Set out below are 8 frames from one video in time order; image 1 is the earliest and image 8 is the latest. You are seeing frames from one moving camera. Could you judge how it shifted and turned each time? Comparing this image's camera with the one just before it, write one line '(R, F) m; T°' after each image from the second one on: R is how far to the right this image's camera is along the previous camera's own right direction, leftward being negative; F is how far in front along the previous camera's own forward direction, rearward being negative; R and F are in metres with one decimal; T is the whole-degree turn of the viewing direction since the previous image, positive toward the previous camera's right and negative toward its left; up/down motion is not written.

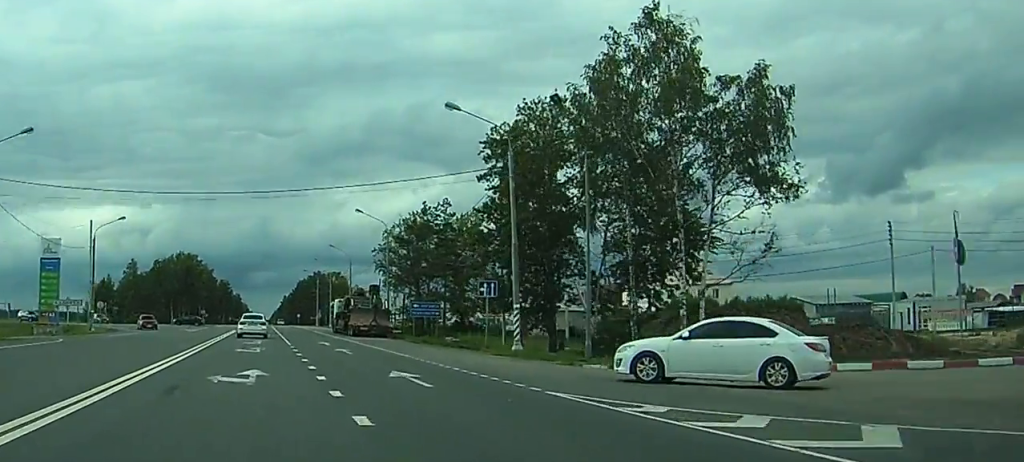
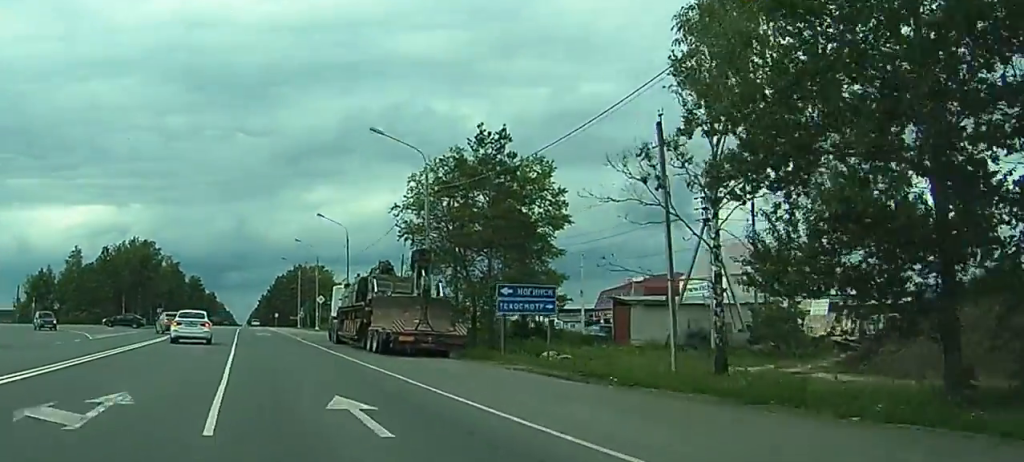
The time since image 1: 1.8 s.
(+0.4, +33.4) m; +1°
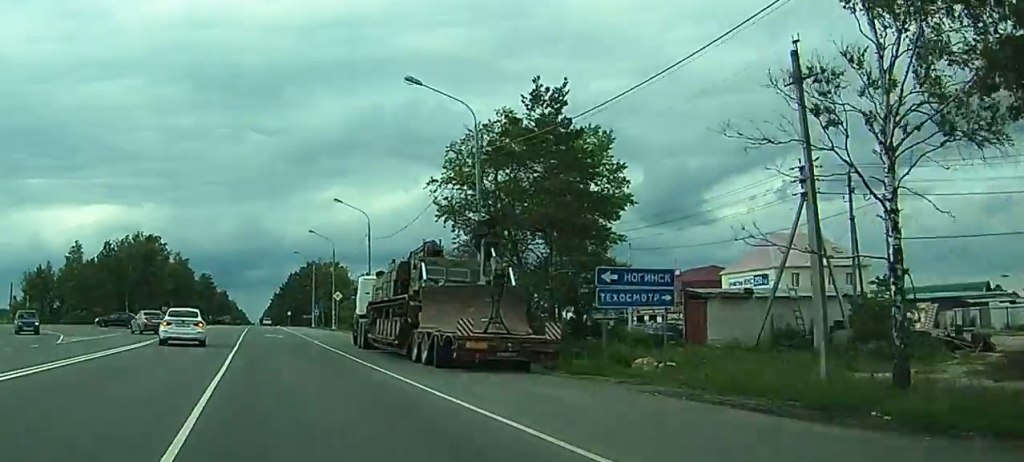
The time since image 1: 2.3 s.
(0.0, +9.4) m; 0°
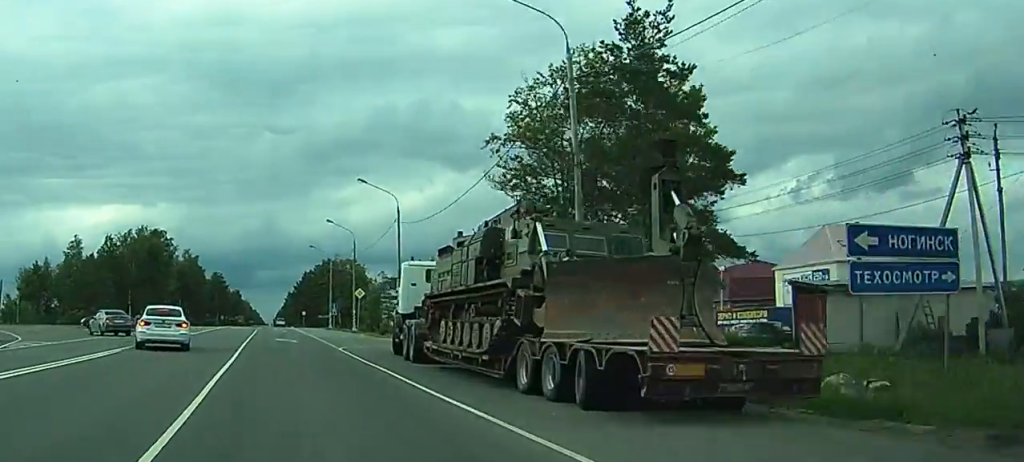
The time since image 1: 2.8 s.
(0.0, +10.6) m; 0°
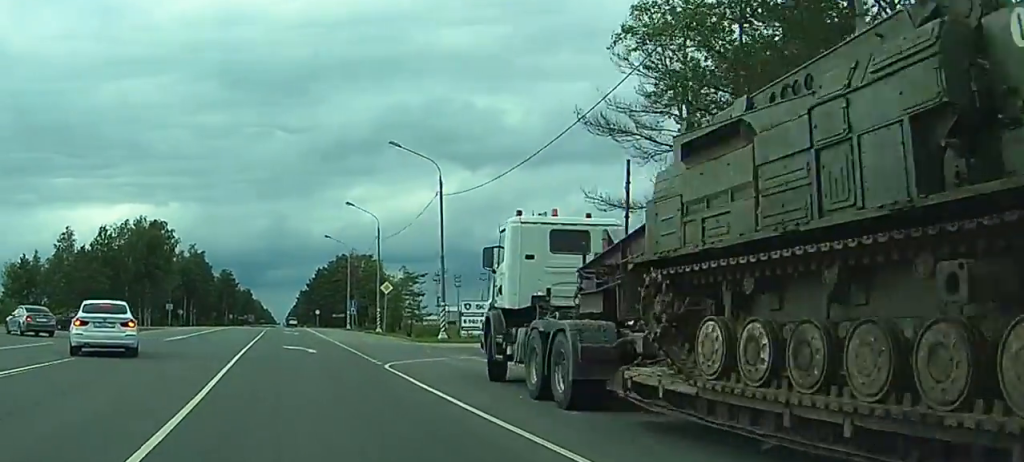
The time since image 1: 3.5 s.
(0.0, +13.0) m; 0°
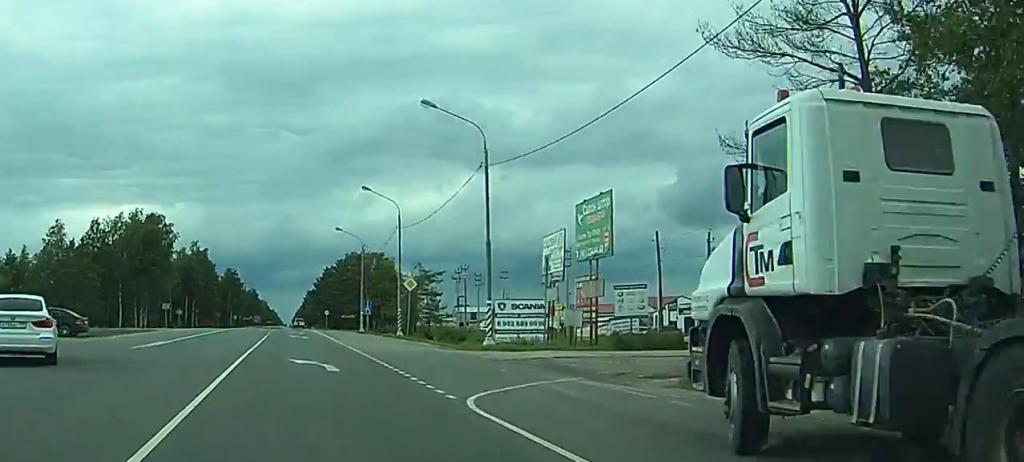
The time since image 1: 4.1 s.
(-0.1, +9.8) m; -1°
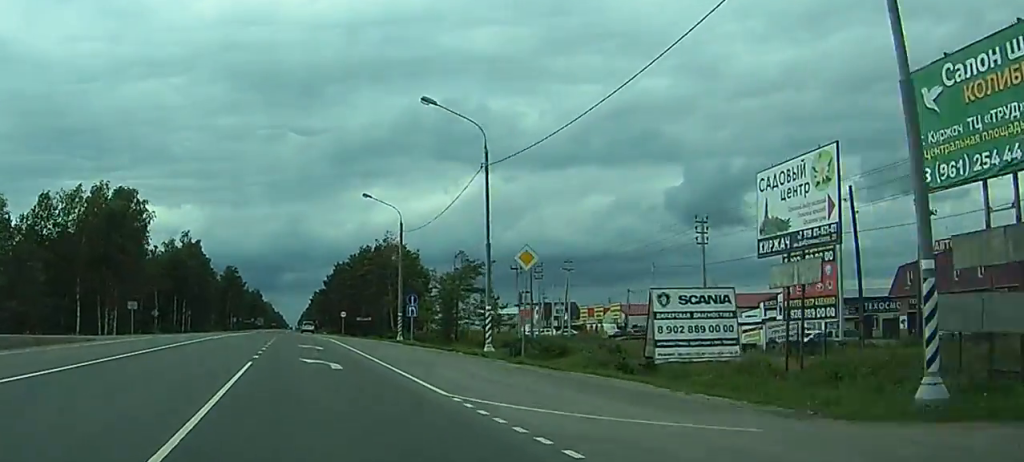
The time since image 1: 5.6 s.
(-0.5, +27.9) m; -2°
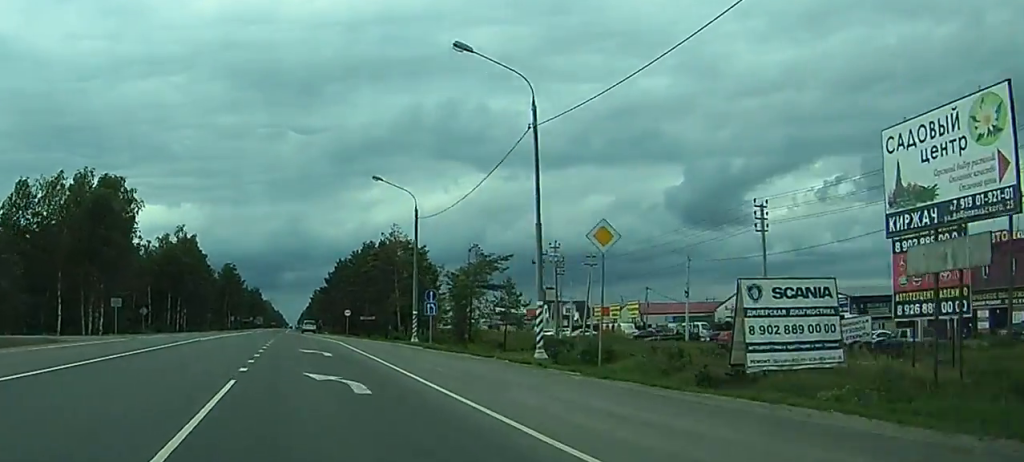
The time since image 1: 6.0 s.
(-0.1, +7.8) m; 0°
